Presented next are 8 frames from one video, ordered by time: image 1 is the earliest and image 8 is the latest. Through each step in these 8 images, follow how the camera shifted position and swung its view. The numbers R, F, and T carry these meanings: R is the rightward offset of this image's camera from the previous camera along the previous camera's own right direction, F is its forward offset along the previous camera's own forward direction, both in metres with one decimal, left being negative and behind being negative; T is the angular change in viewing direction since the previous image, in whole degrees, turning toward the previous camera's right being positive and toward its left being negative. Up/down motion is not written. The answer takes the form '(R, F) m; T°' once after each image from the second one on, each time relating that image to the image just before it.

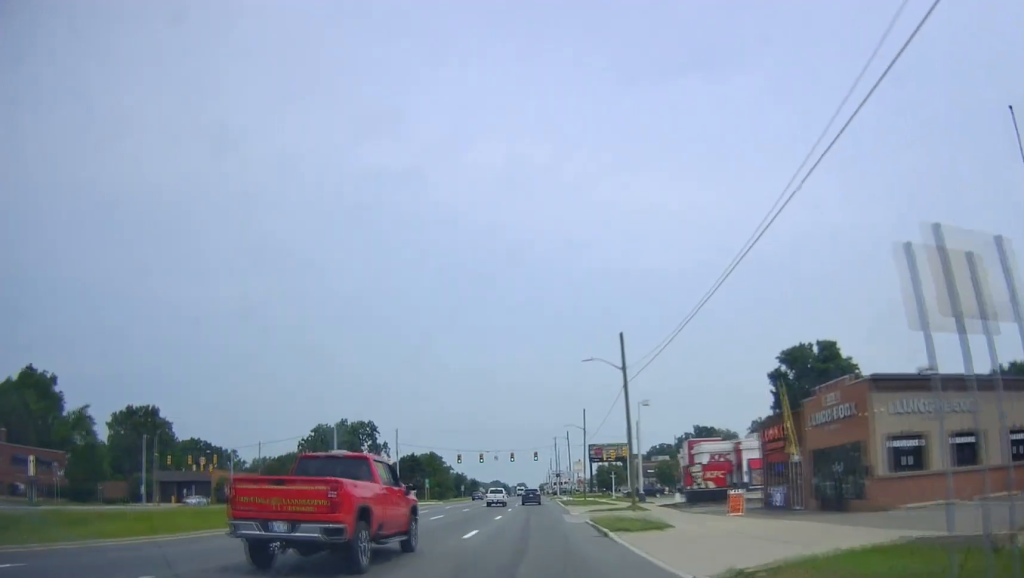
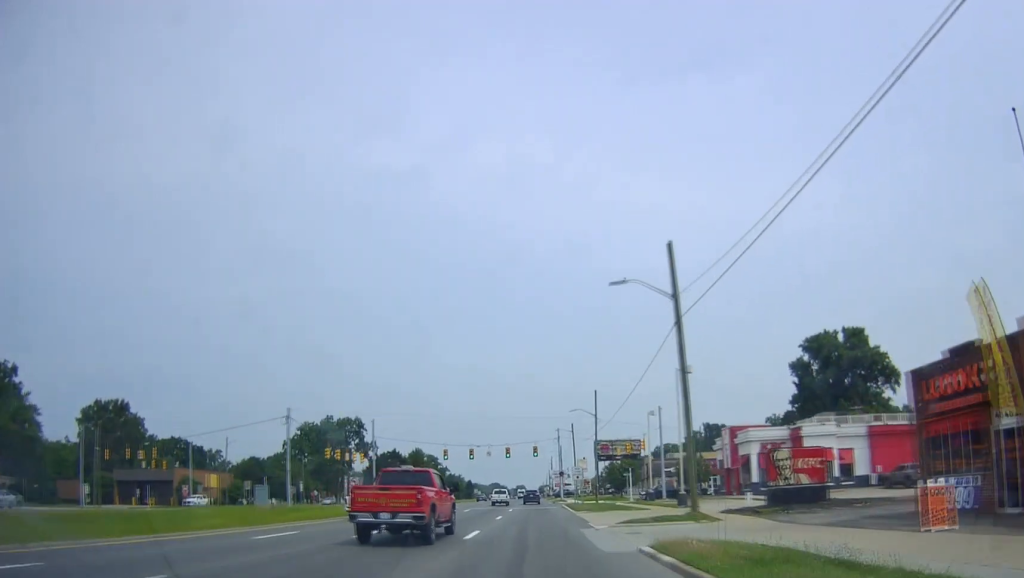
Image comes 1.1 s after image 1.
(+0.2, +17.4) m; -1°
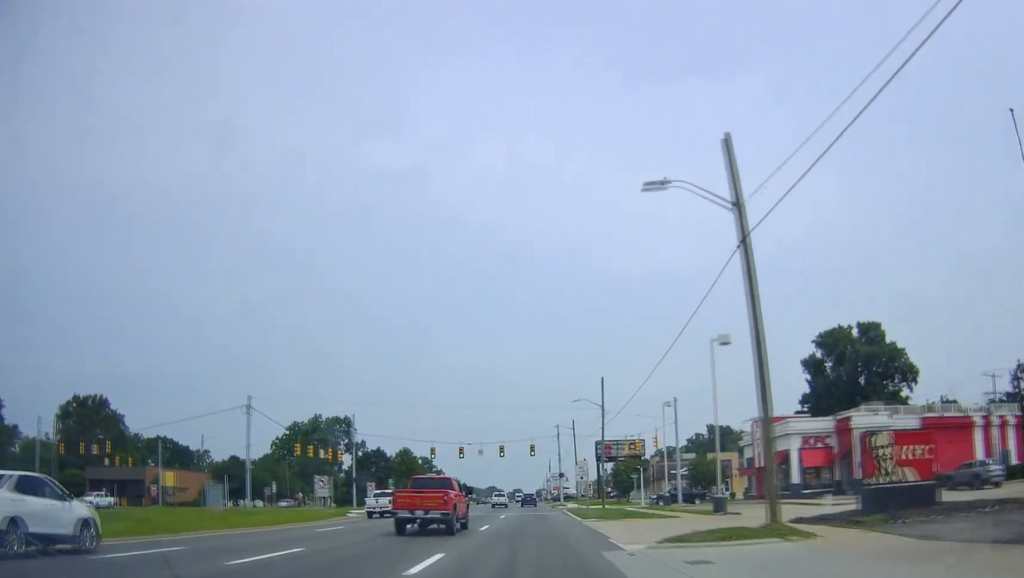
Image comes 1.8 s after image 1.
(-0.1, +10.1) m; -1°
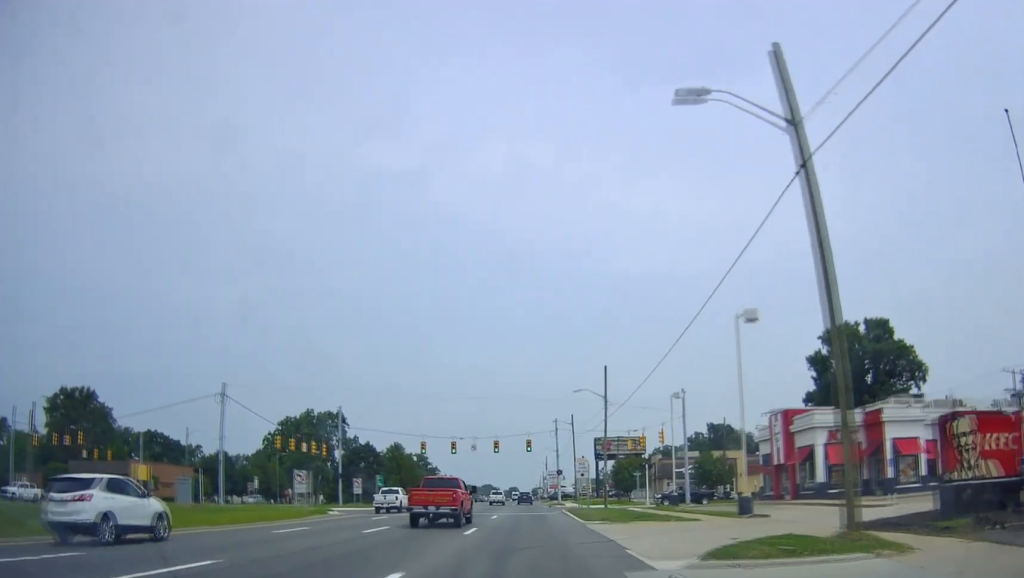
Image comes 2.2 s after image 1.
(-0.3, +5.5) m; 0°
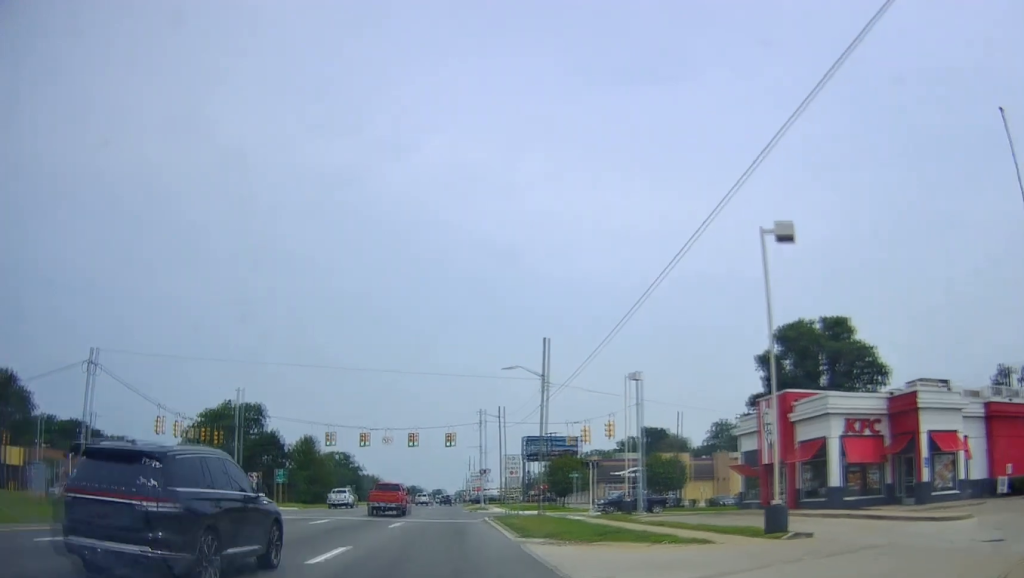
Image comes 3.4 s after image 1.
(+0.4, +15.2) m; +3°
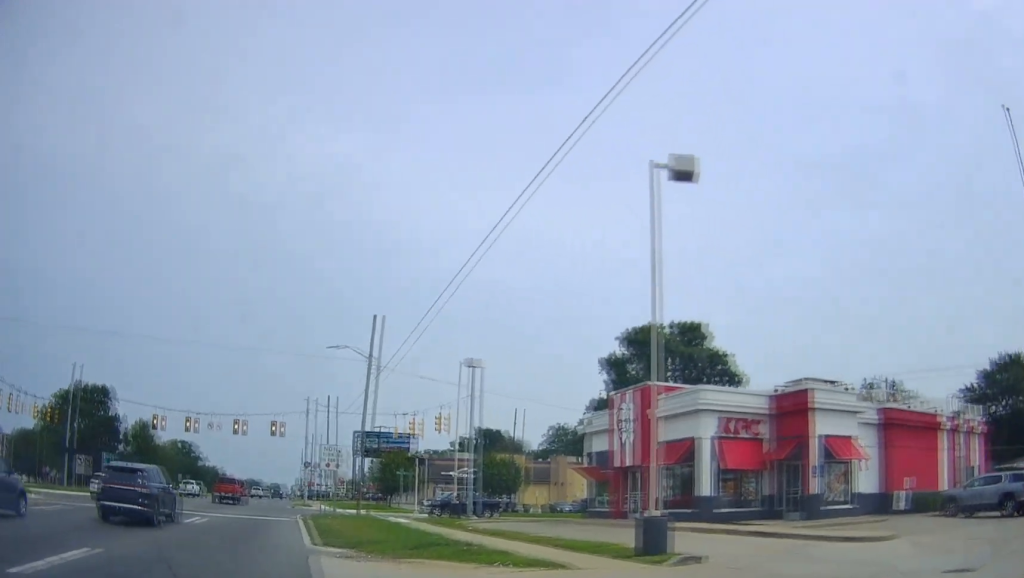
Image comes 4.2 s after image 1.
(+0.1, +8.5) m; +4°
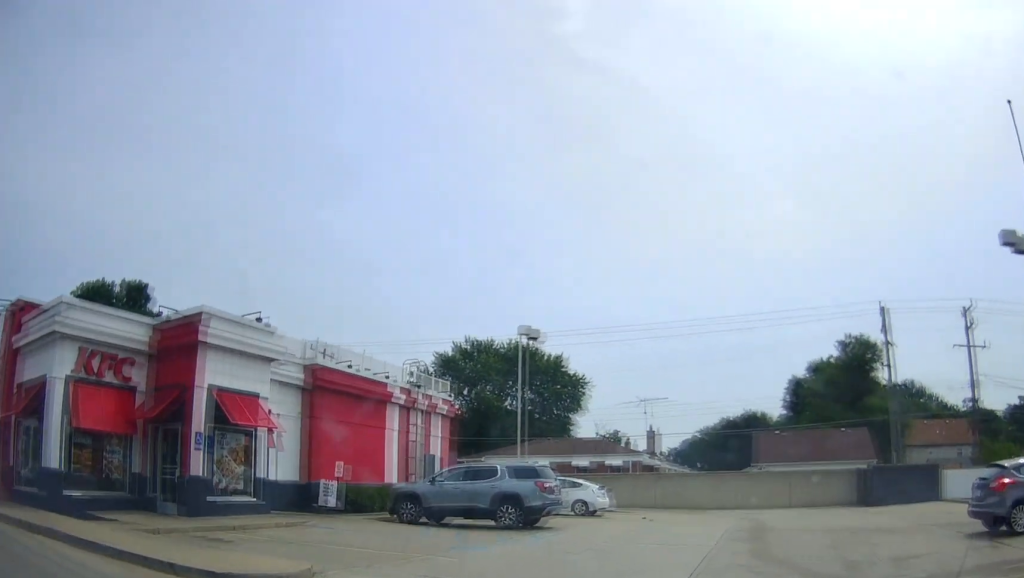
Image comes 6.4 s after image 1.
(+2.7, +15.6) m; +26°
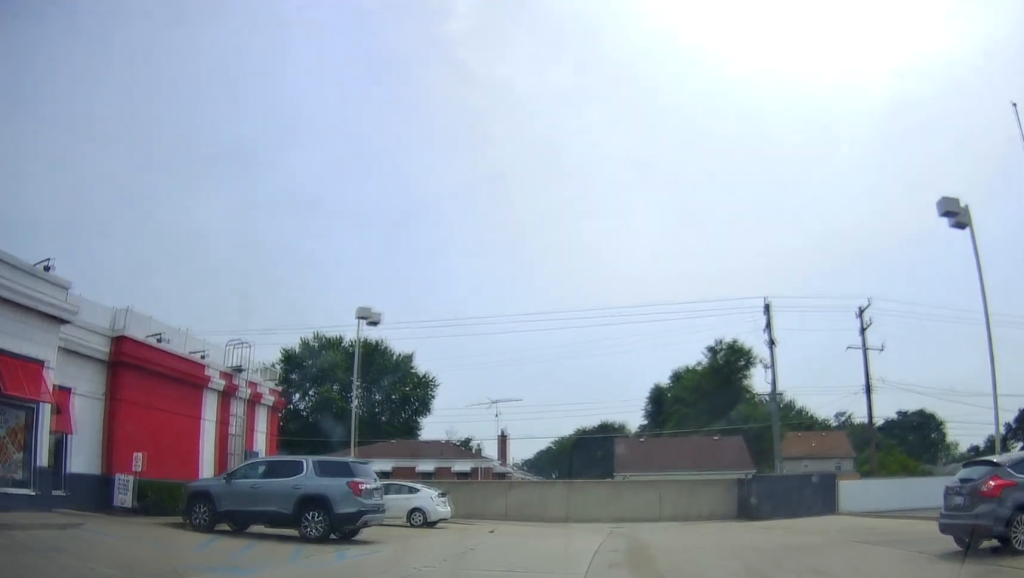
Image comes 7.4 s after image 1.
(+0.7, +4.8) m; +25°
